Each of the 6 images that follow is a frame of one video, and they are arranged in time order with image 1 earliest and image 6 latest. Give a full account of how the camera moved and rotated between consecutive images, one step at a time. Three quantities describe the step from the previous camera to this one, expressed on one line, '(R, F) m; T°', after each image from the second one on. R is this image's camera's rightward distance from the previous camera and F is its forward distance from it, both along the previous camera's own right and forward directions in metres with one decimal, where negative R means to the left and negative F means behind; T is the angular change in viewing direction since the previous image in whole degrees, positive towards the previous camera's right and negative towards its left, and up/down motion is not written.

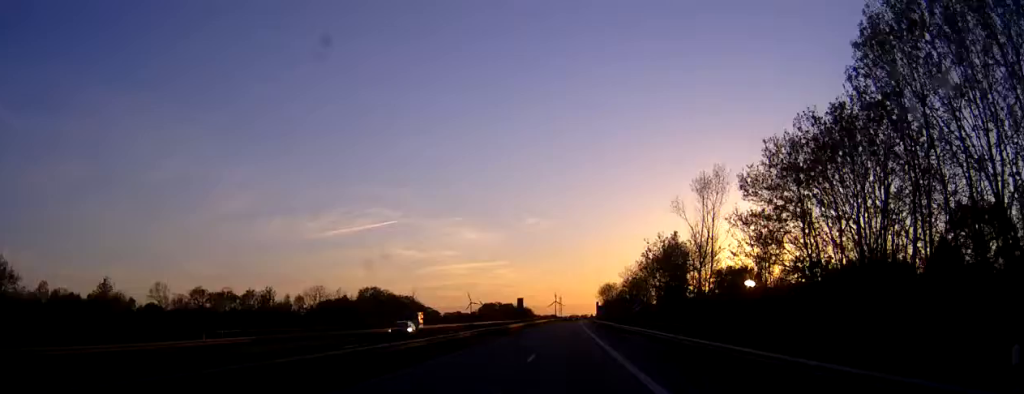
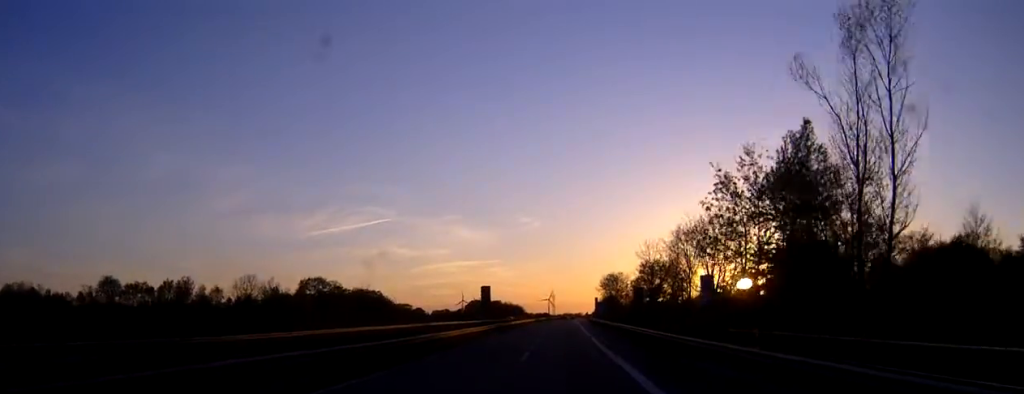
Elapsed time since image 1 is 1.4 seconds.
(+0.1, +39.0) m; +1°
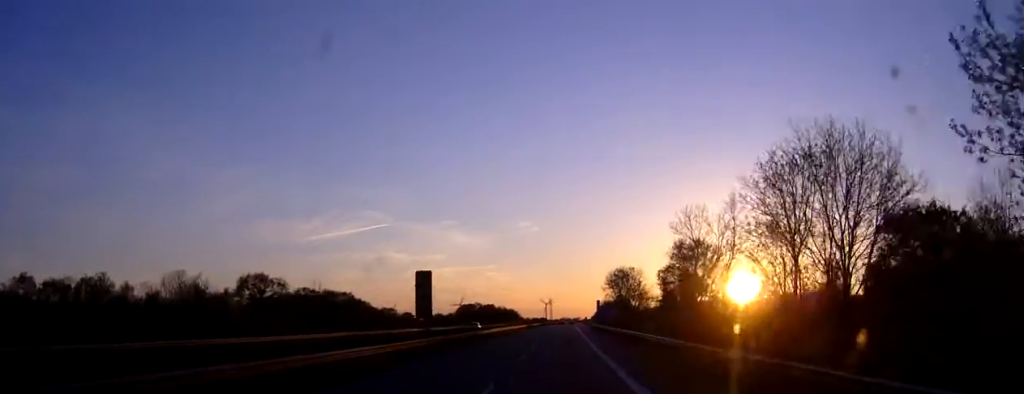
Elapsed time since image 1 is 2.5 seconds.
(+0.2, +29.1) m; 0°
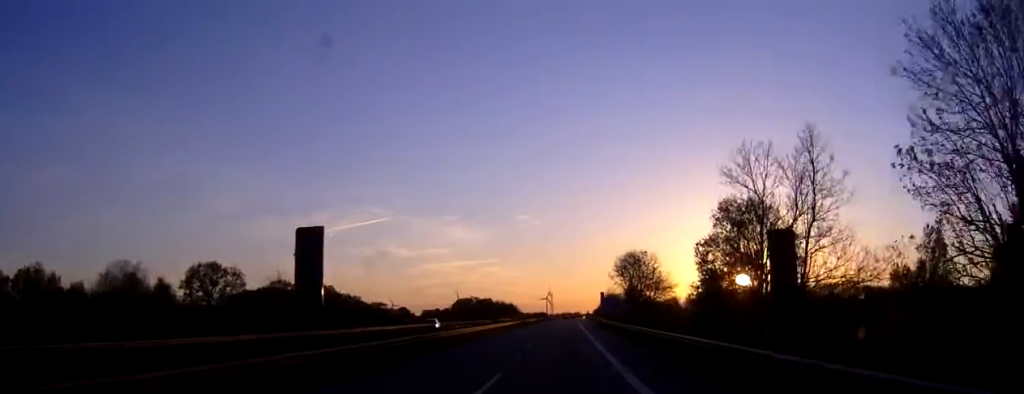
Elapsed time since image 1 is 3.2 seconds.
(0.0, +18.2) m; 0°
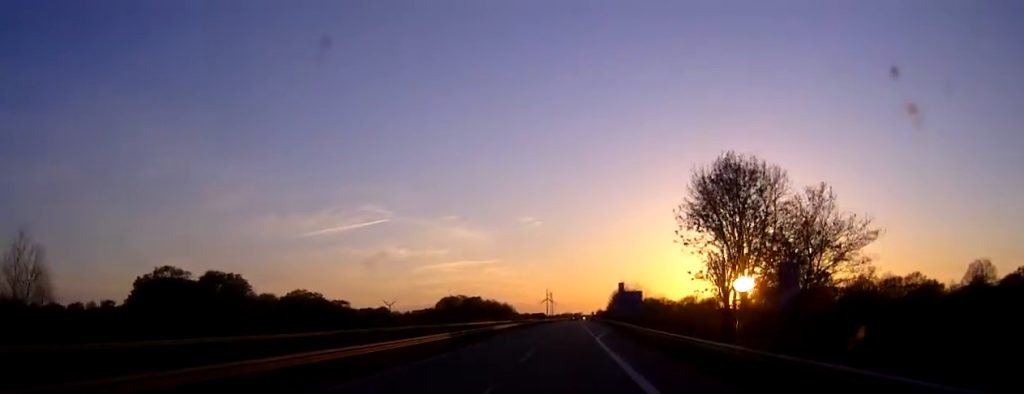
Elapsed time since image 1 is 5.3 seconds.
(-0.2, +57.2) m; 0°
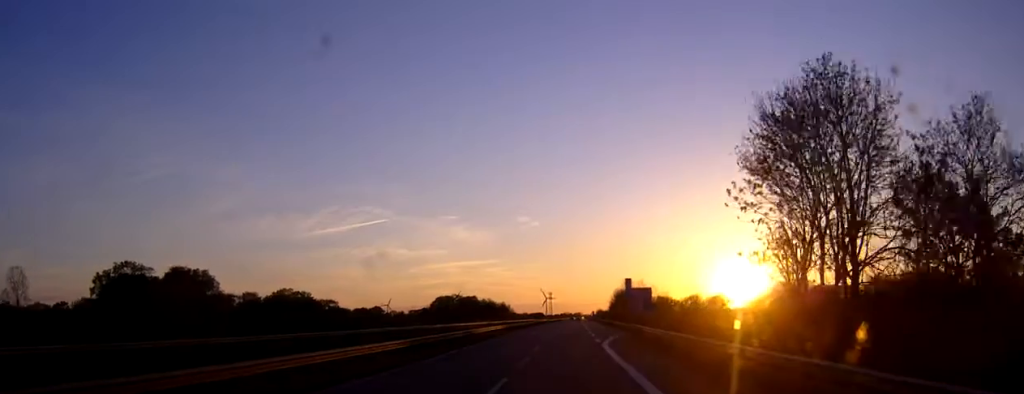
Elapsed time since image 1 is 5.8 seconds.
(0.0, +13.6) m; 0°
